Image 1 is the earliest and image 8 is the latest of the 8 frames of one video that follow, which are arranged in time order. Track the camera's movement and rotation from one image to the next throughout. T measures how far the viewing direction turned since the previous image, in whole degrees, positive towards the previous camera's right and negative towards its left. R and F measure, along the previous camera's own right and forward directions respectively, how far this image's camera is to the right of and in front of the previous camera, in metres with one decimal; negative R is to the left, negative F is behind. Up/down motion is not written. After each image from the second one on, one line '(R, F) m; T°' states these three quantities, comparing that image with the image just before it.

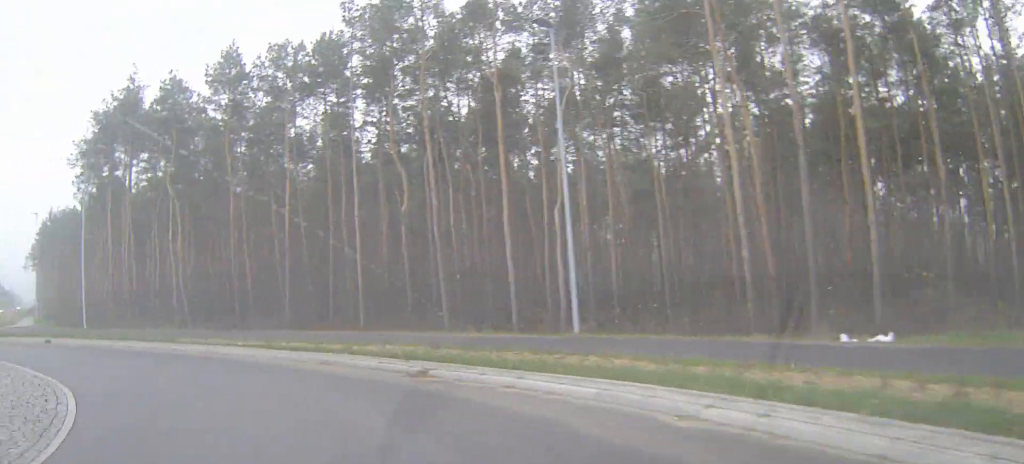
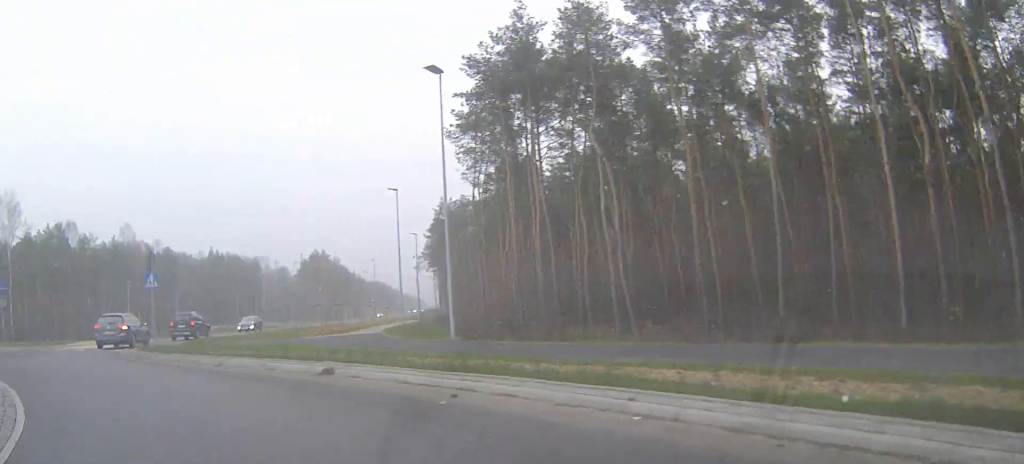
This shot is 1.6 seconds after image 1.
(-2.9, +12.7) m; -29°
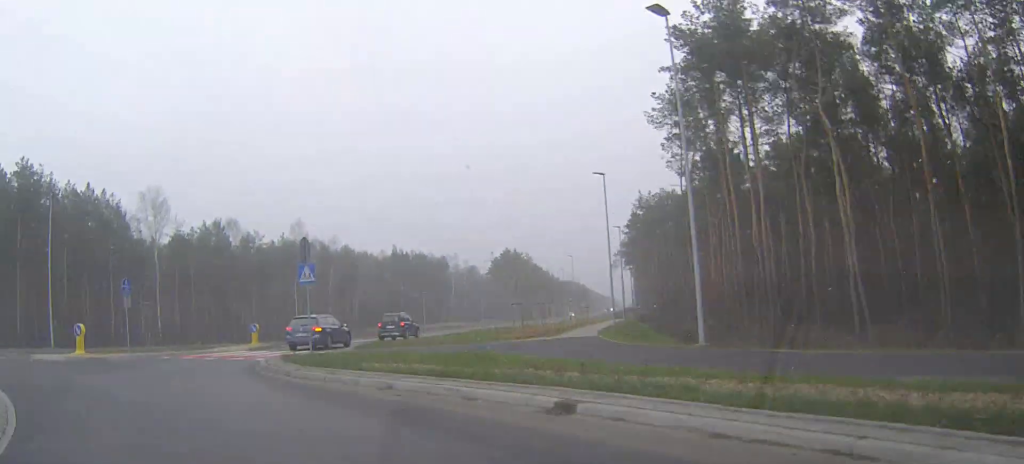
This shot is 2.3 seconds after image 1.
(-0.3, +5.1) m; -14°
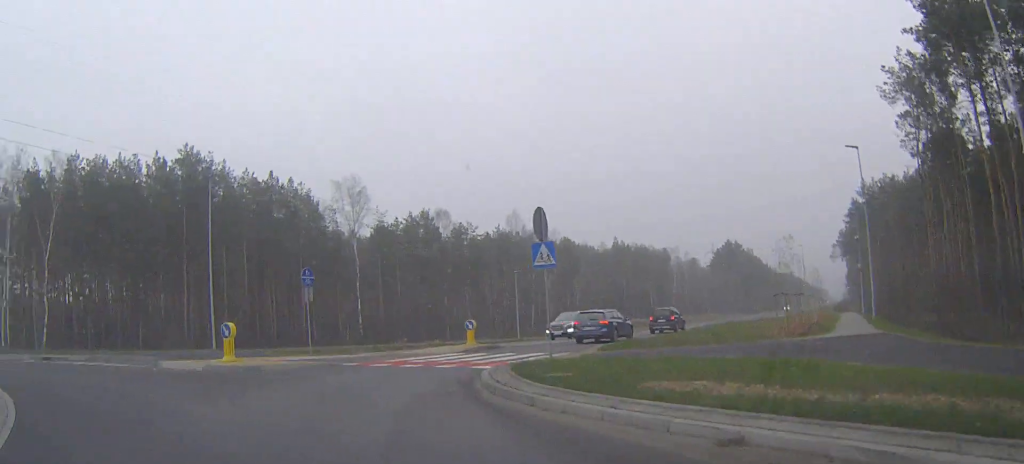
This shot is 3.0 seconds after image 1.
(-1.0, +5.2) m; -16°
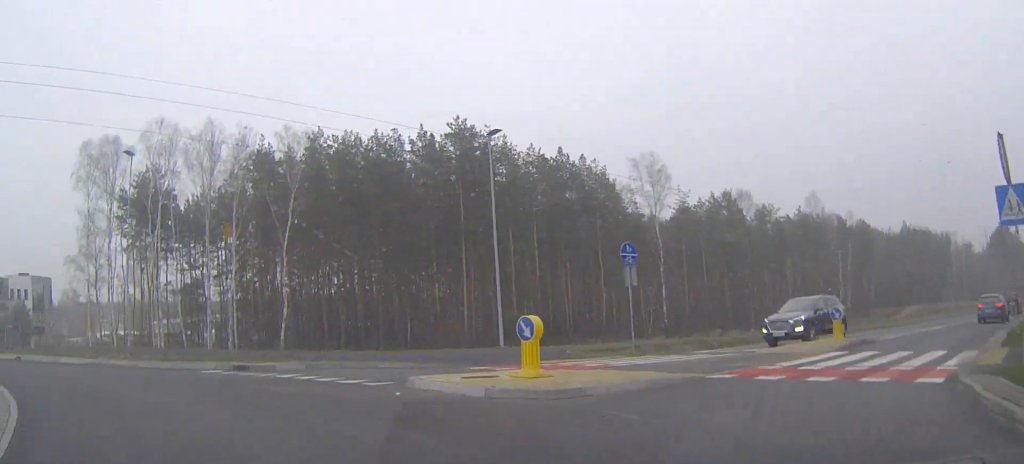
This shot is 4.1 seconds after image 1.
(-1.5, +7.3) m; -22°
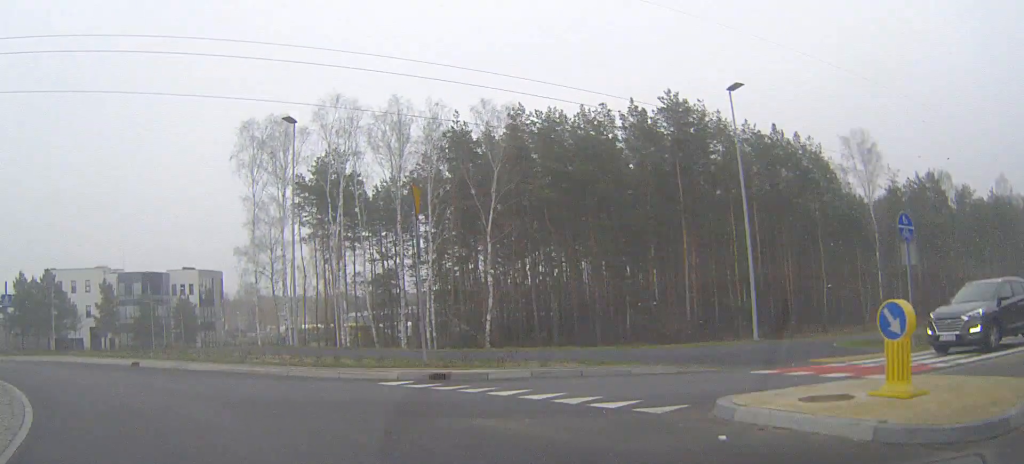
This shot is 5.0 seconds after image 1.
(-0.8, +5.0) m; -16°
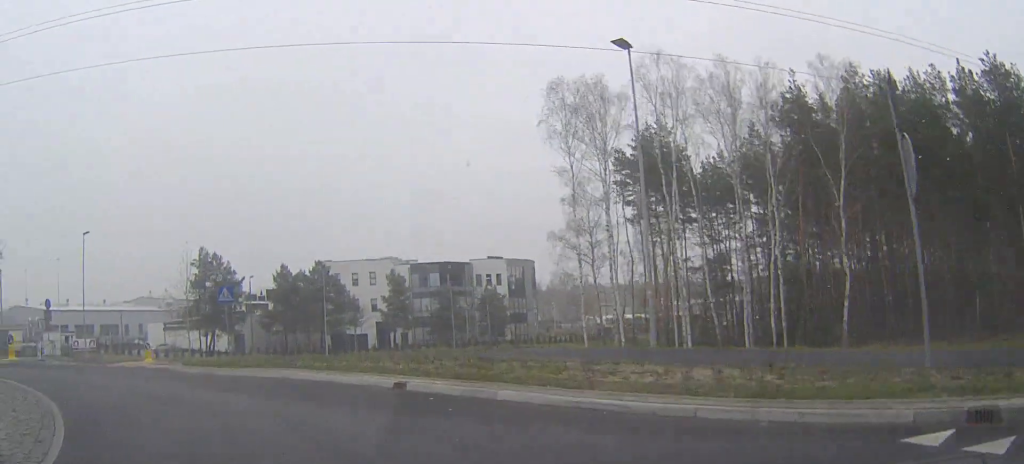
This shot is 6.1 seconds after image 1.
(-1.3, +6.9) m; -27°
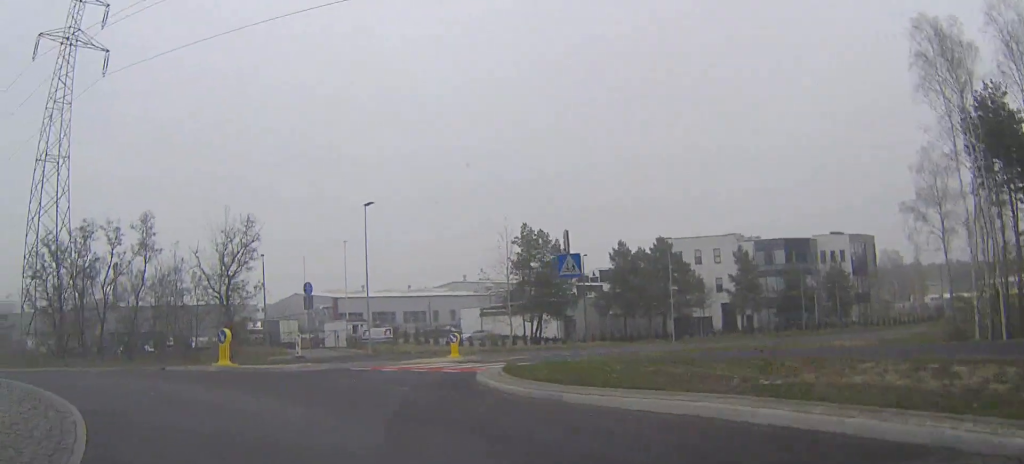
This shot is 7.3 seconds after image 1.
(-2.0, +7.7) m; -22°
